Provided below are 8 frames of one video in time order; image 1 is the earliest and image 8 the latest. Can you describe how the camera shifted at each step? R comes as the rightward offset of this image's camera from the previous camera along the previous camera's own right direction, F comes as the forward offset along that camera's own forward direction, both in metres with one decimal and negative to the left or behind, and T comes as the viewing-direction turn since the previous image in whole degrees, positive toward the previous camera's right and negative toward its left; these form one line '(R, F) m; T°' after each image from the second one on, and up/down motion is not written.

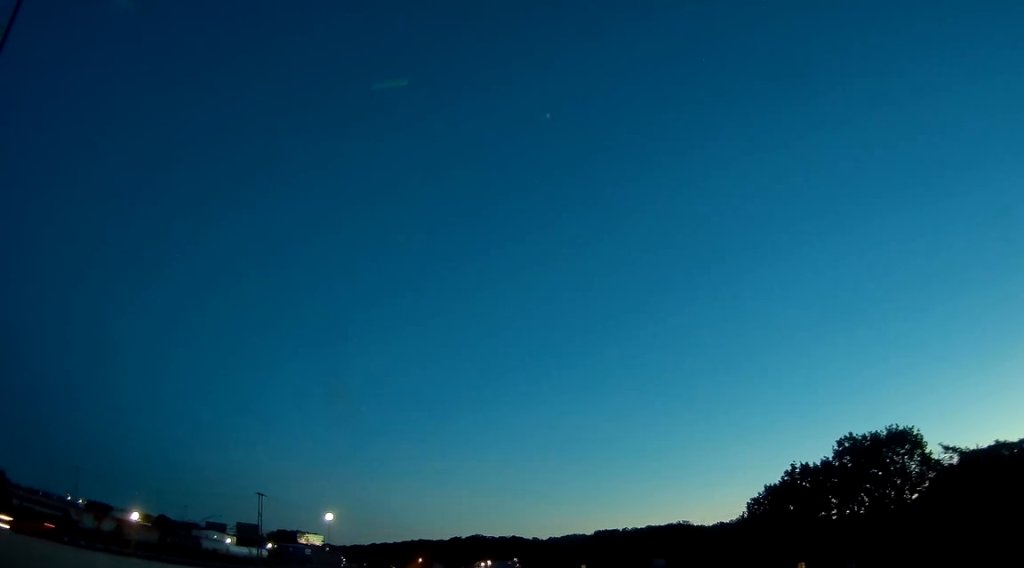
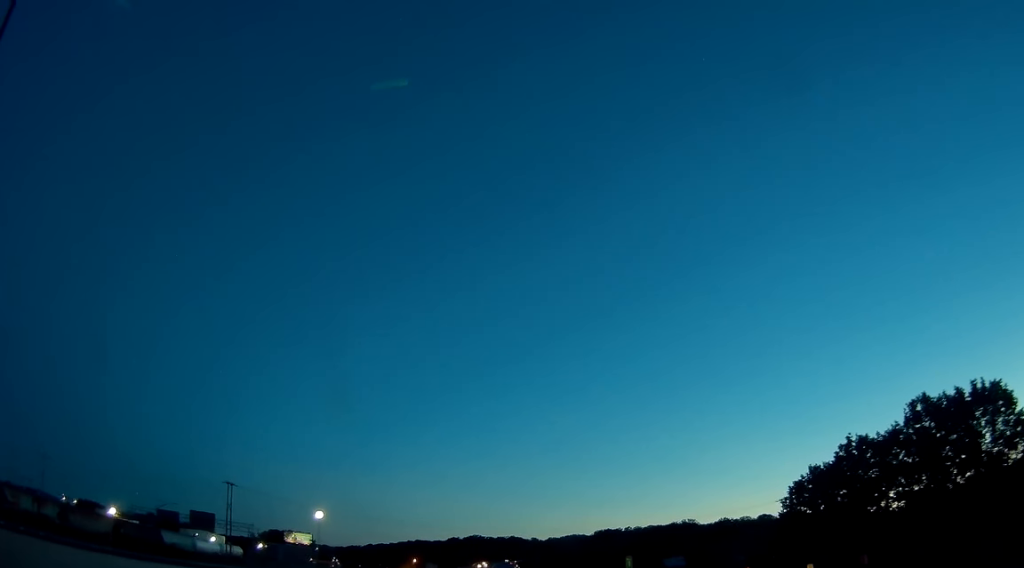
(+0.2, +18.6) m; 0°
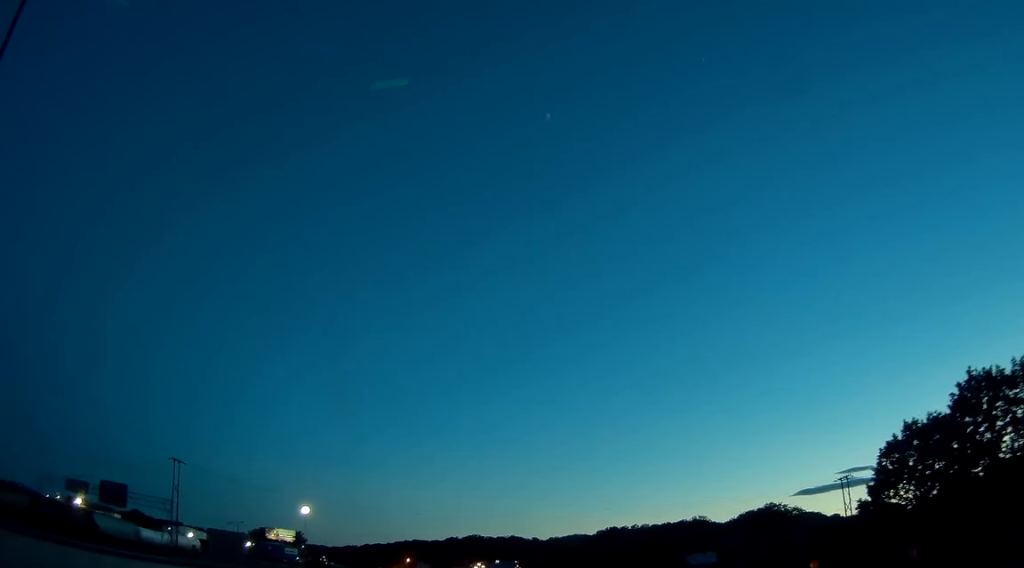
(-0.2, +26.3) m; 0°
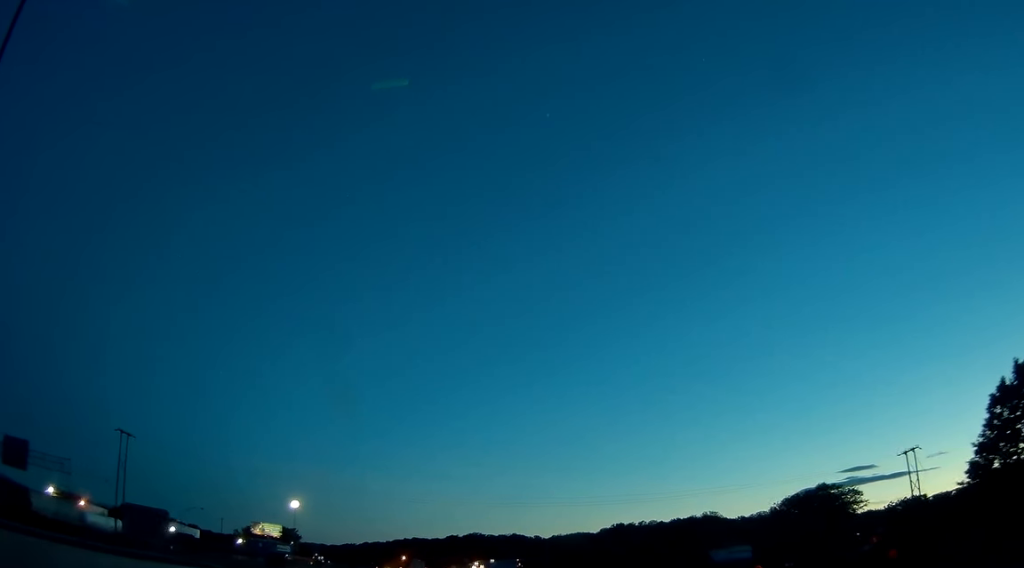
(+0.3, +20.4) m; 0°
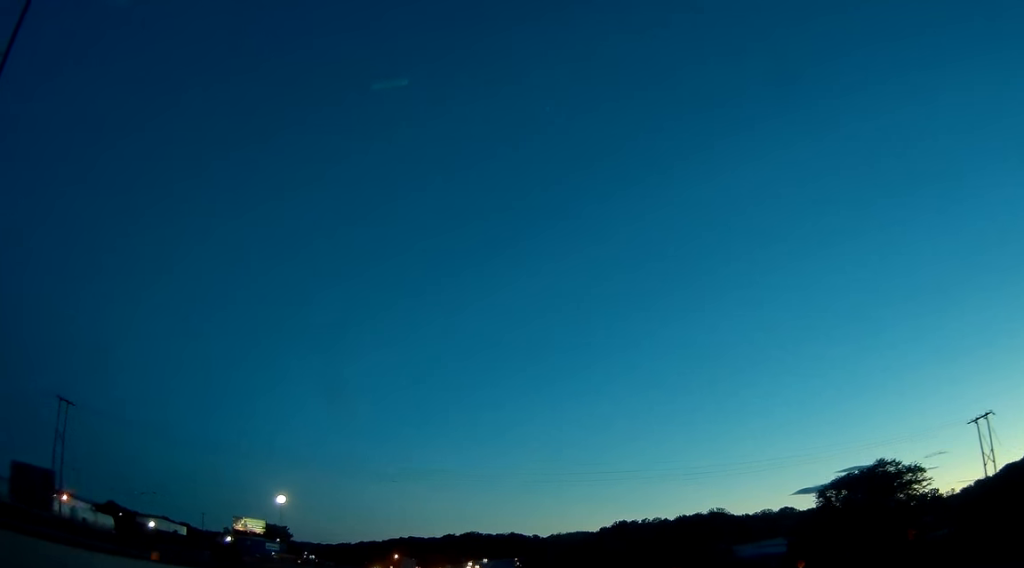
(-0.2, +18.0) m; 0°
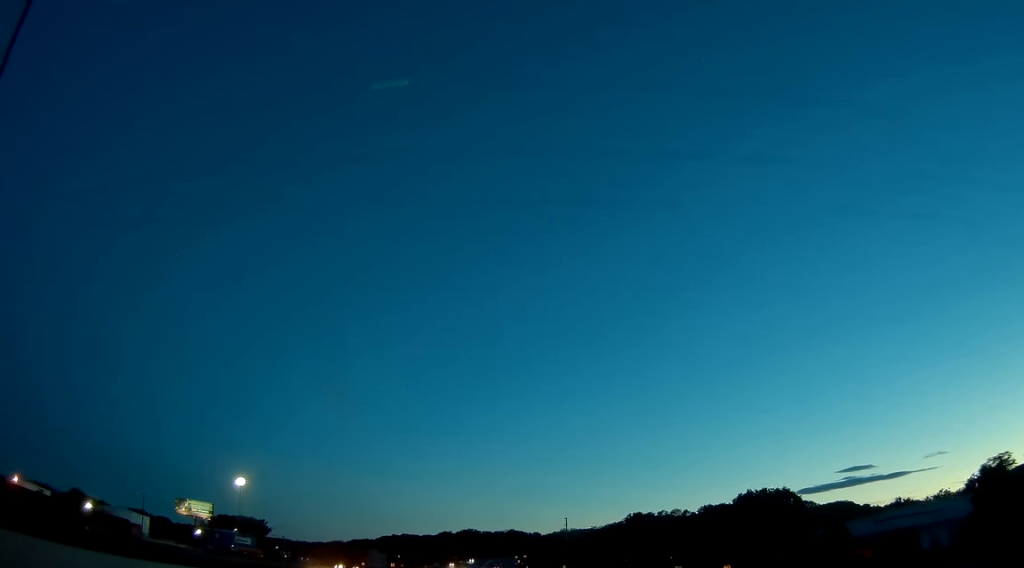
(+0.4, +50.5) m; +1°
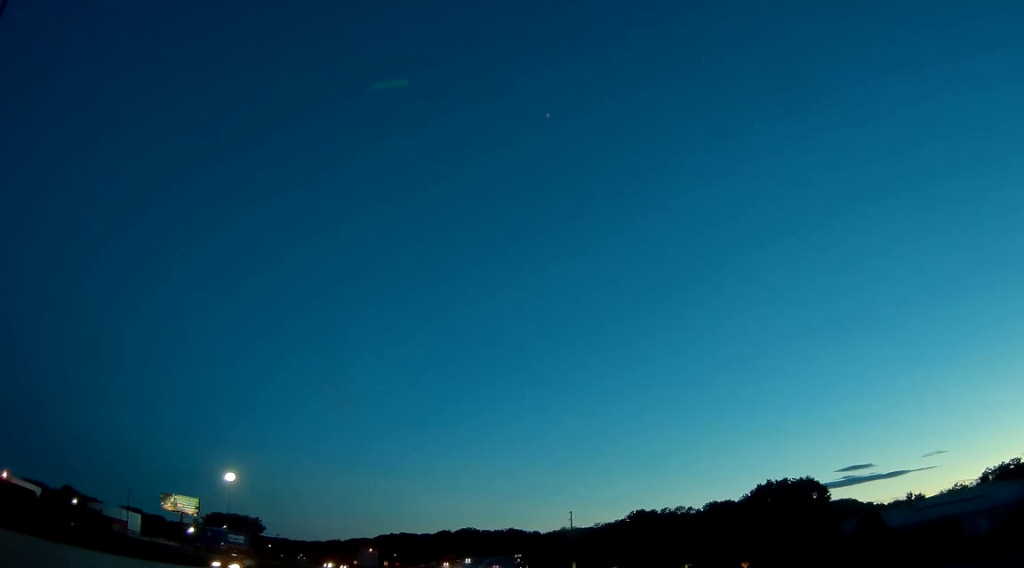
(0.0, +10.2) m; 0°
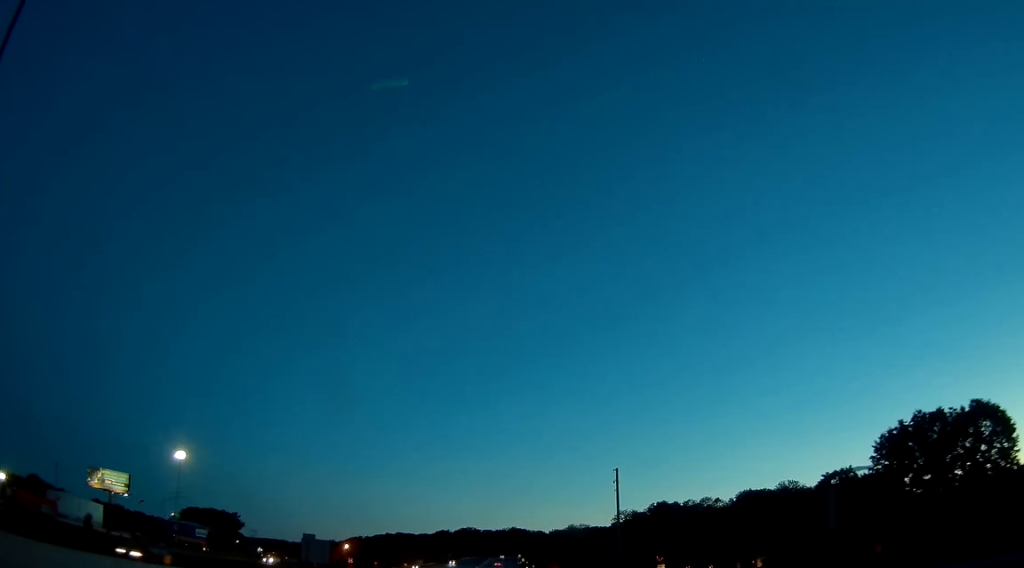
(-0.8, +44.7) m; -1°
